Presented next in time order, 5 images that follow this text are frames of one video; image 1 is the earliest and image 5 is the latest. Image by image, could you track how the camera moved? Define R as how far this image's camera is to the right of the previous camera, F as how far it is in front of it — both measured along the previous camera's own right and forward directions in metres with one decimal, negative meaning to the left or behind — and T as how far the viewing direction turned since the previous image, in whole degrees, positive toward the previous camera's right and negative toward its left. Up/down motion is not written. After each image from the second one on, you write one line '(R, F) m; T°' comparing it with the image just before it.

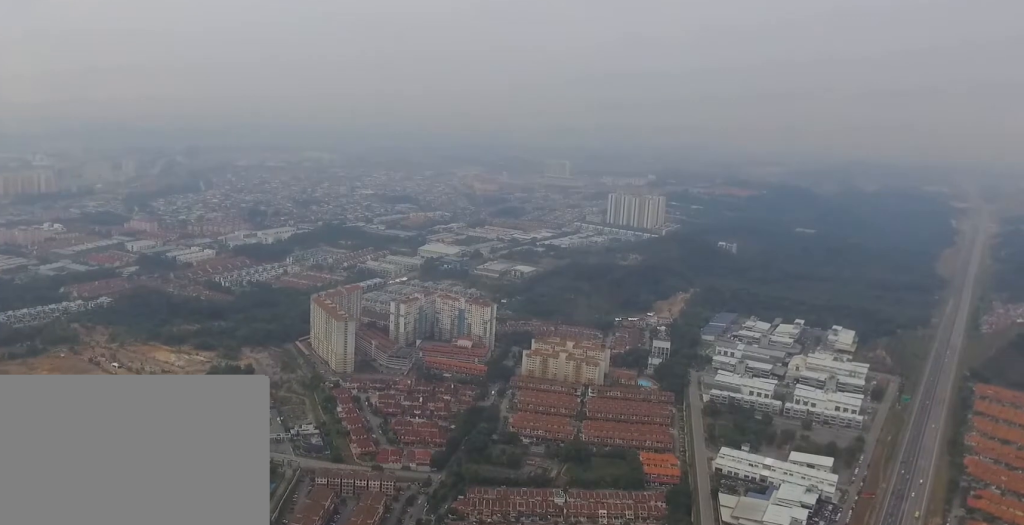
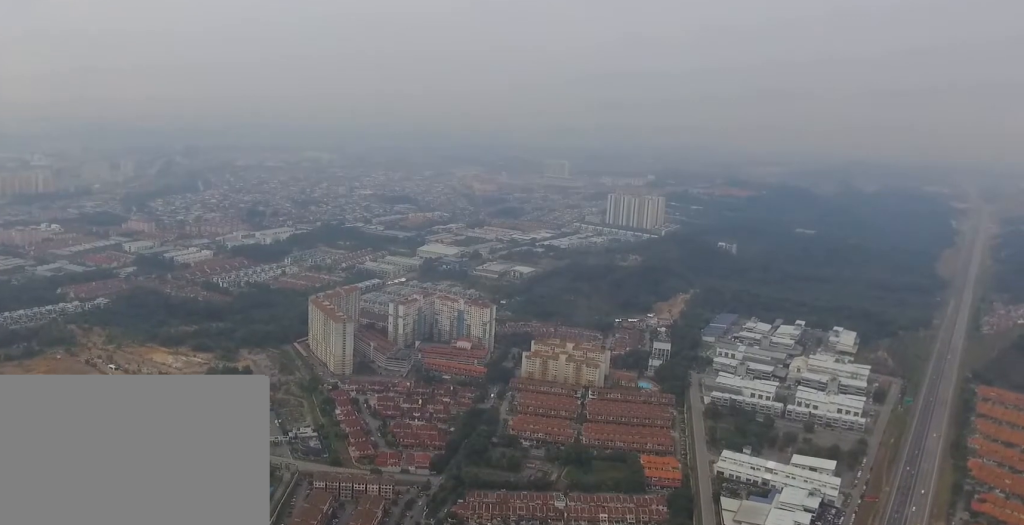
(0.0, +7.5) m; 0°
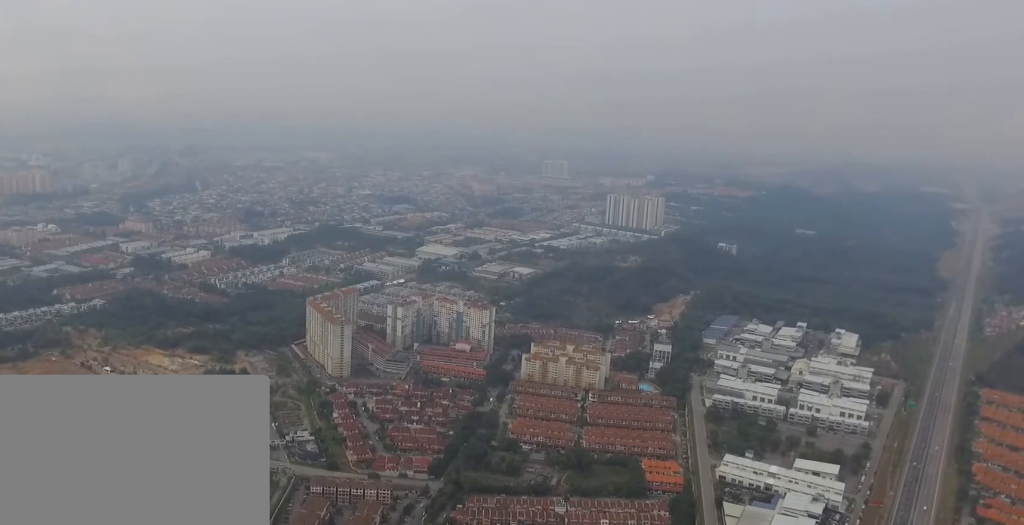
(0.0, +10.5) m; 0°
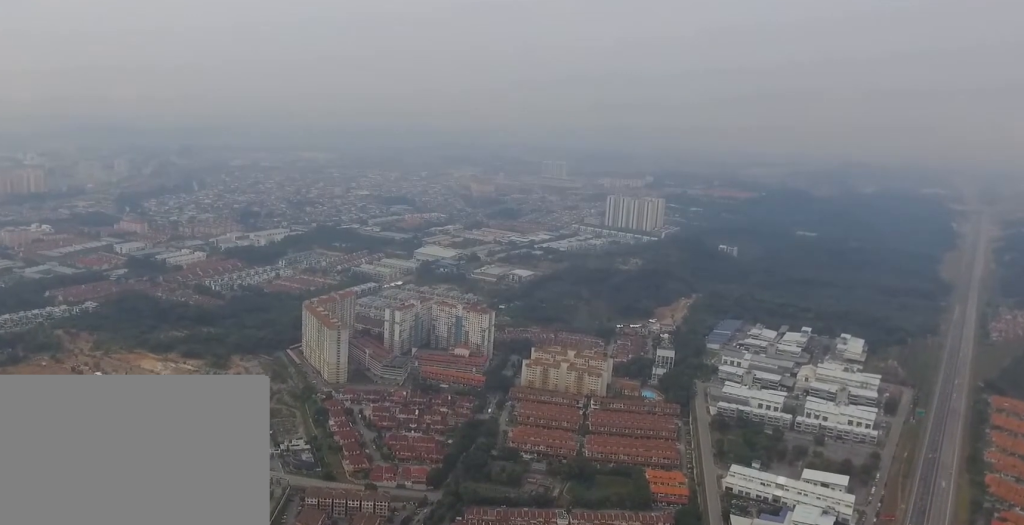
(0.0, +23.1) m; 0°
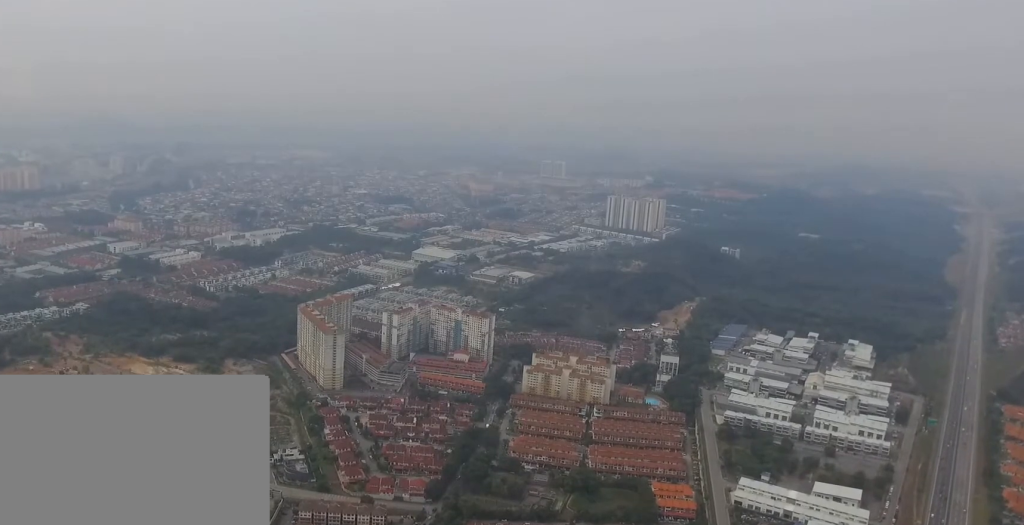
(0.0, +28.3) m; 0°
